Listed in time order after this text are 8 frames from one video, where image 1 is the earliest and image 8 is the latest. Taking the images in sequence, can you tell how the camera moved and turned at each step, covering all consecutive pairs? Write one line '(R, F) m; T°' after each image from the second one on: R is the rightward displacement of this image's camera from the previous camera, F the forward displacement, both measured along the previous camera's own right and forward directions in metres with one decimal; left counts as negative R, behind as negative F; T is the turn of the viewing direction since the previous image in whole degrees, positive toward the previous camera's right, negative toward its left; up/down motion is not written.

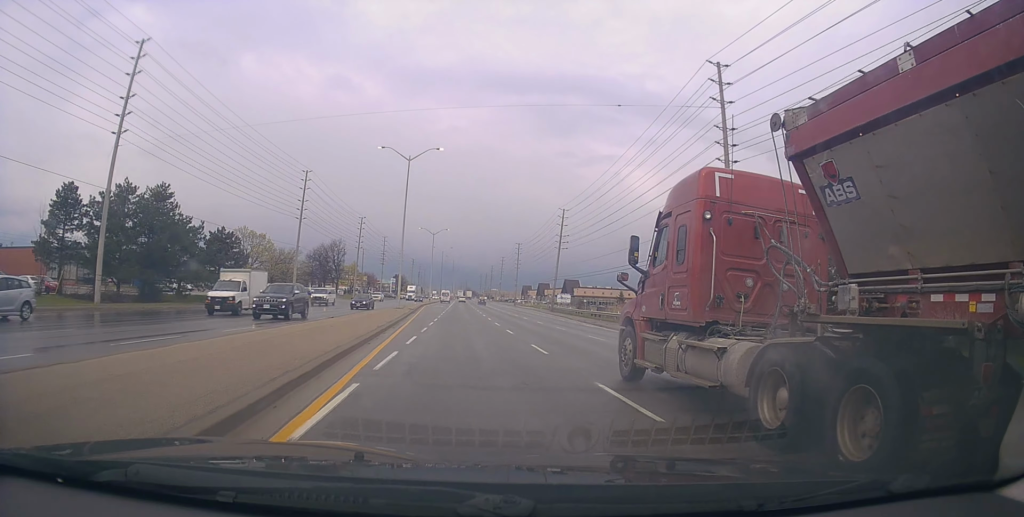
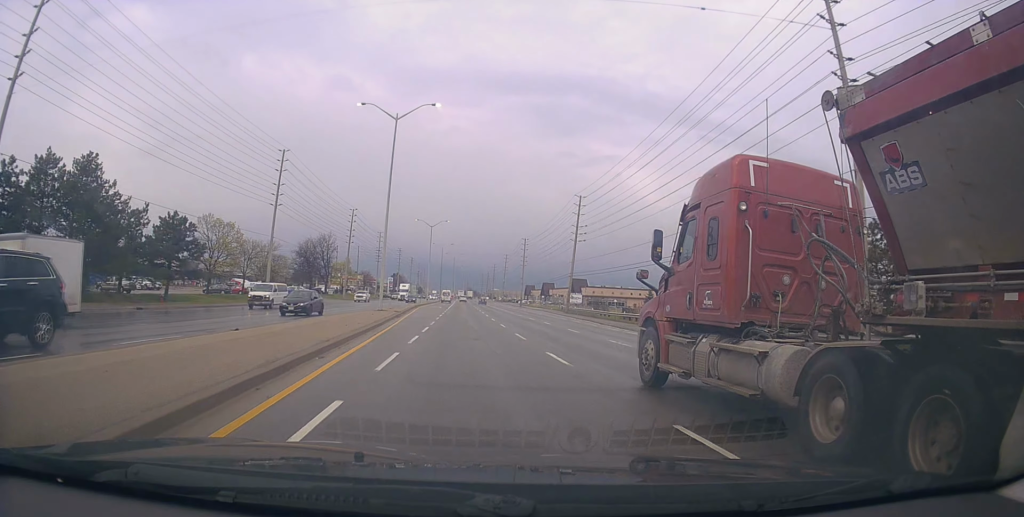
(0.0, +12.2) m; 0°
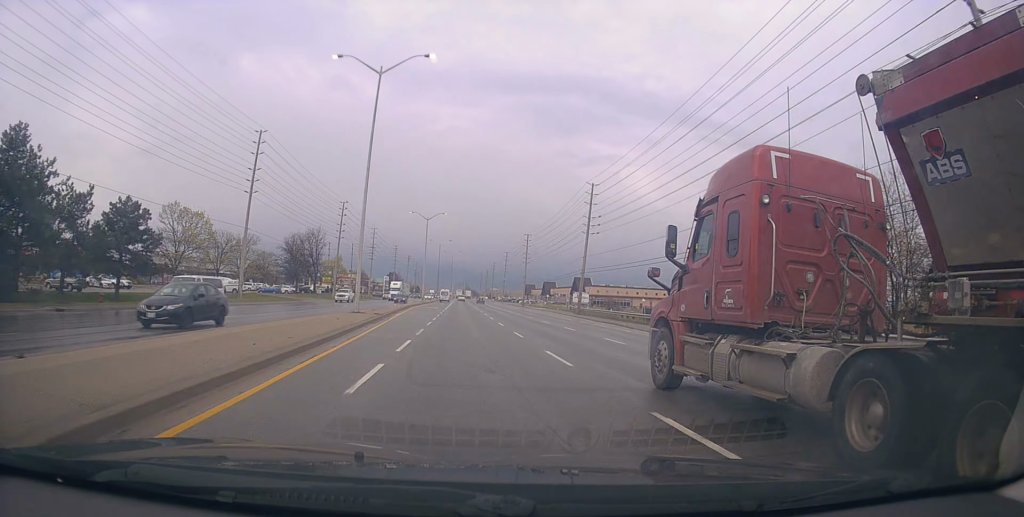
(0.0, +8.2) m; 0°
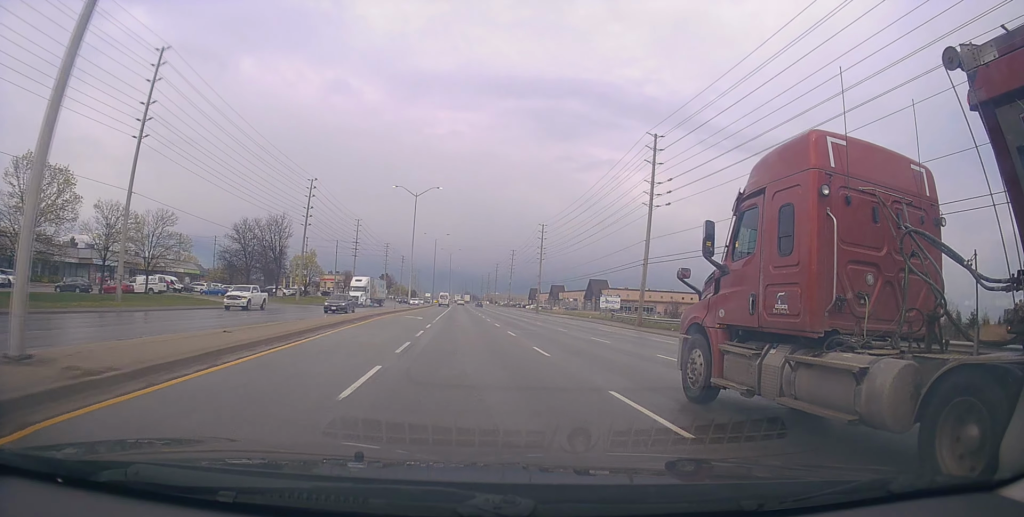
(0.0, +24.8) m; -1°
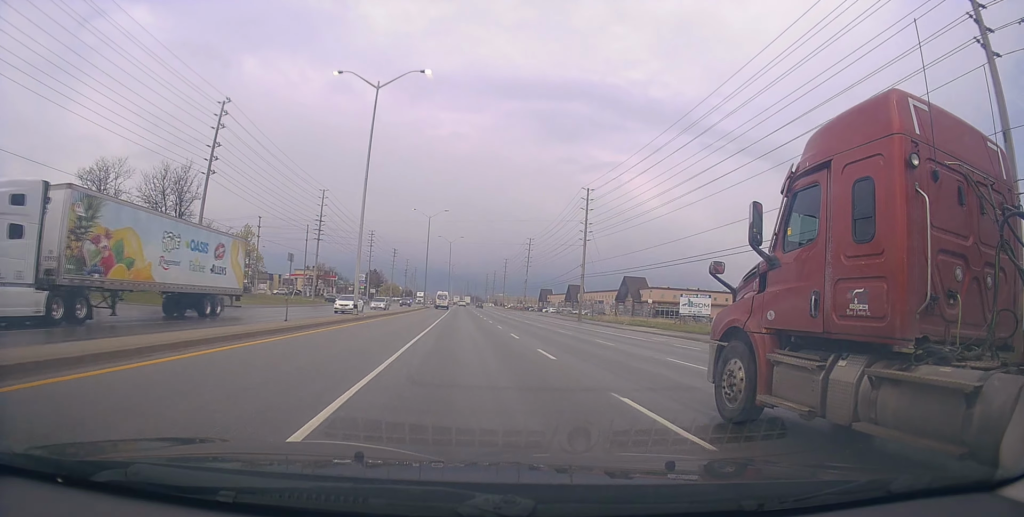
(-0.7, +36.5) m; -1°
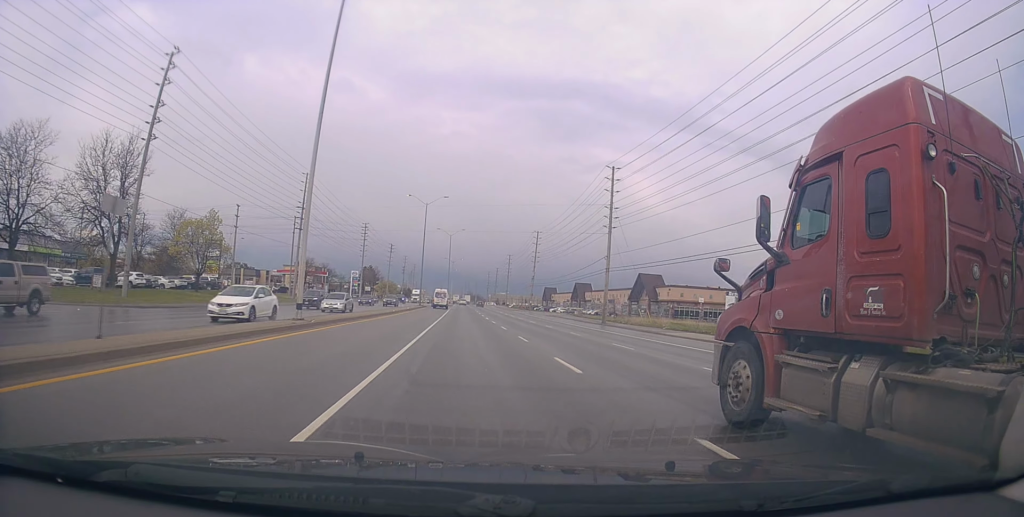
(0.0, +11.6) m; +1°
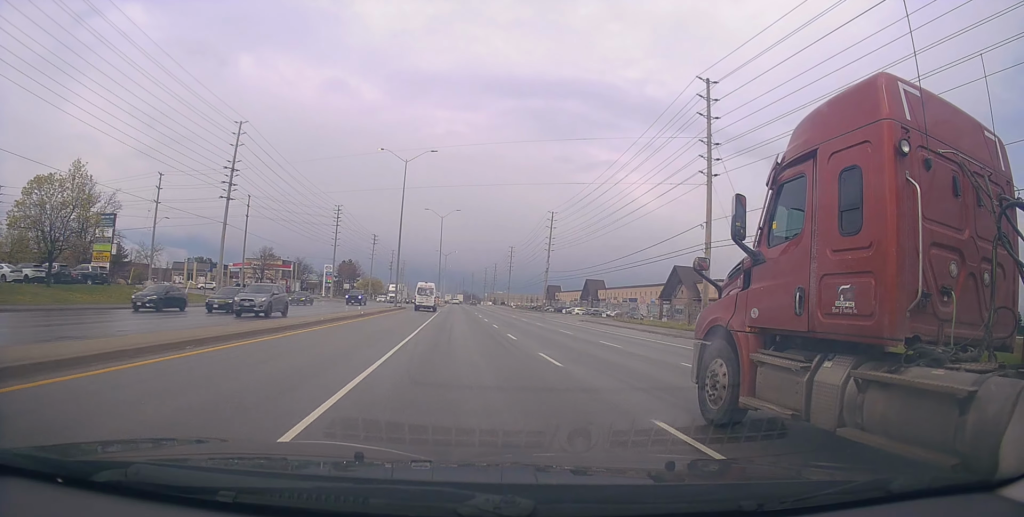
(+0.7, +25.4) m; +1°
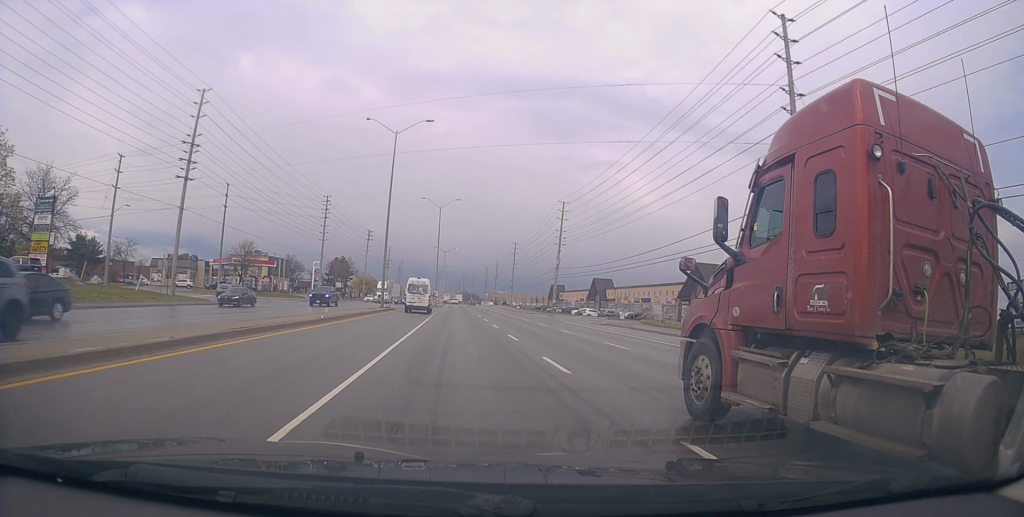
(+0.1, +10.0) m; -1°
